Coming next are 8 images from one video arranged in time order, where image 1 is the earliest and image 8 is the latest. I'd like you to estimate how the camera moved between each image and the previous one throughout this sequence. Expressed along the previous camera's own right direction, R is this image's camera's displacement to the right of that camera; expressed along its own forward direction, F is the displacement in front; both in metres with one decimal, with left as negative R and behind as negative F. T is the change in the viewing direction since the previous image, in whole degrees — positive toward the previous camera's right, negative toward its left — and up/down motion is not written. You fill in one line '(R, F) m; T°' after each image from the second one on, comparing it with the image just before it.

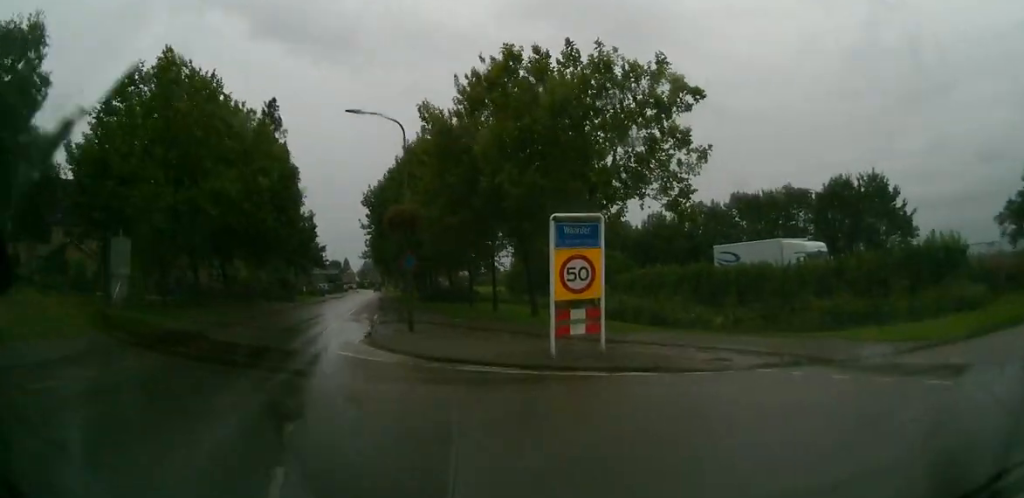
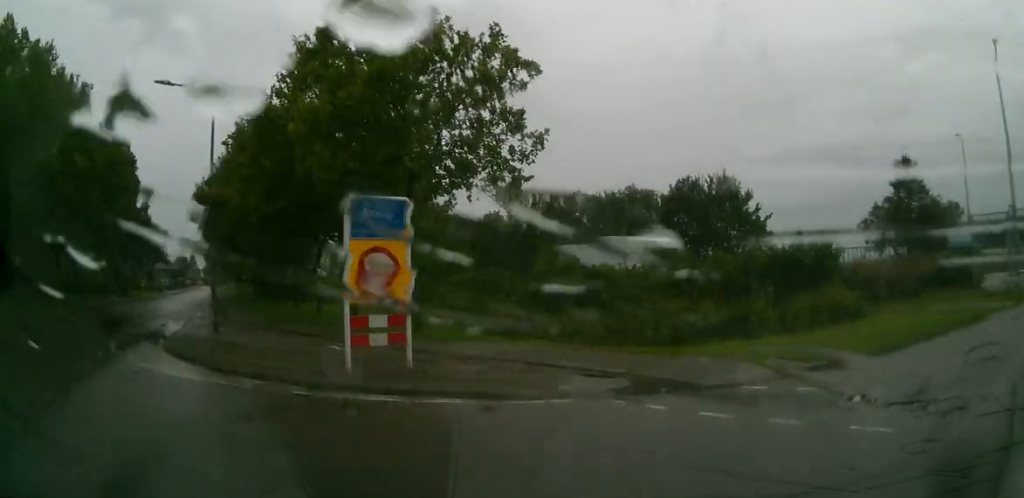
(-0.2, +3.9) m; +9°
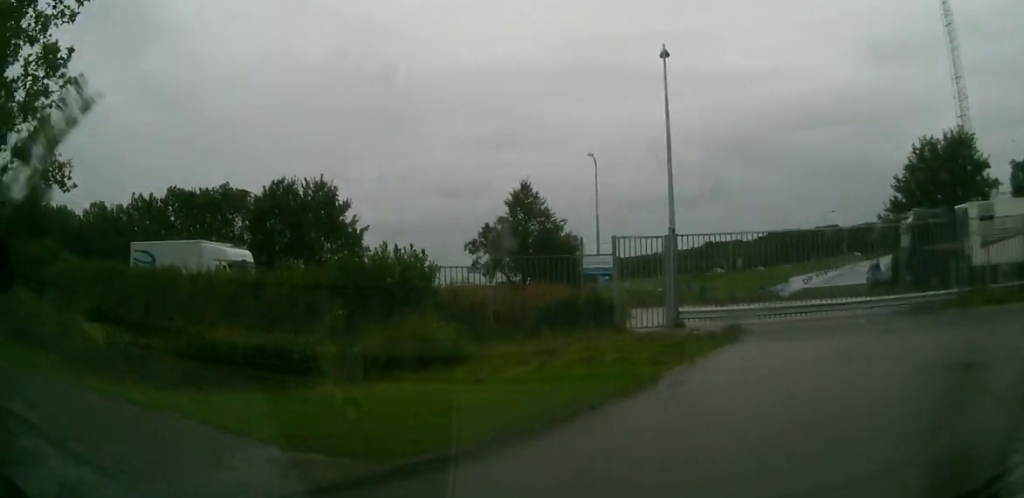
(+2.6, +6.6) m; +47°
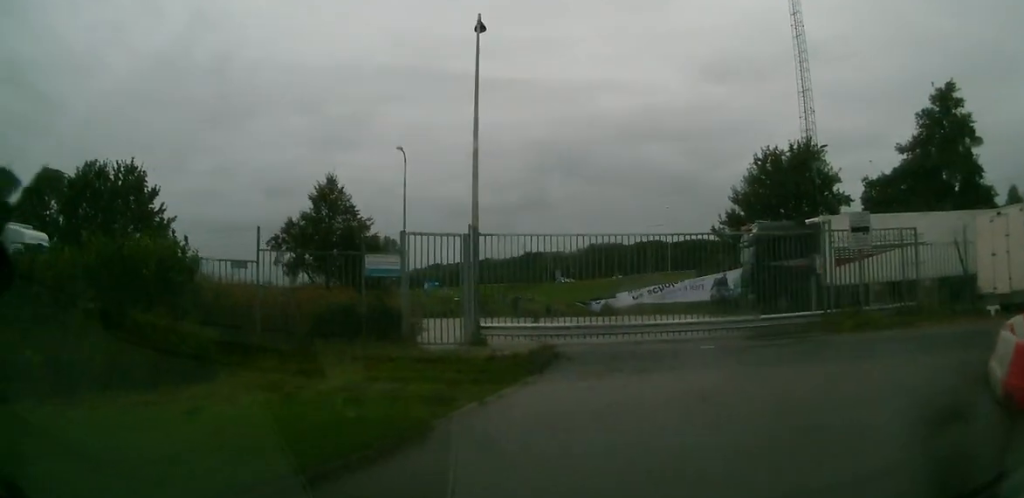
(+1.0, +3.2) m; +31°
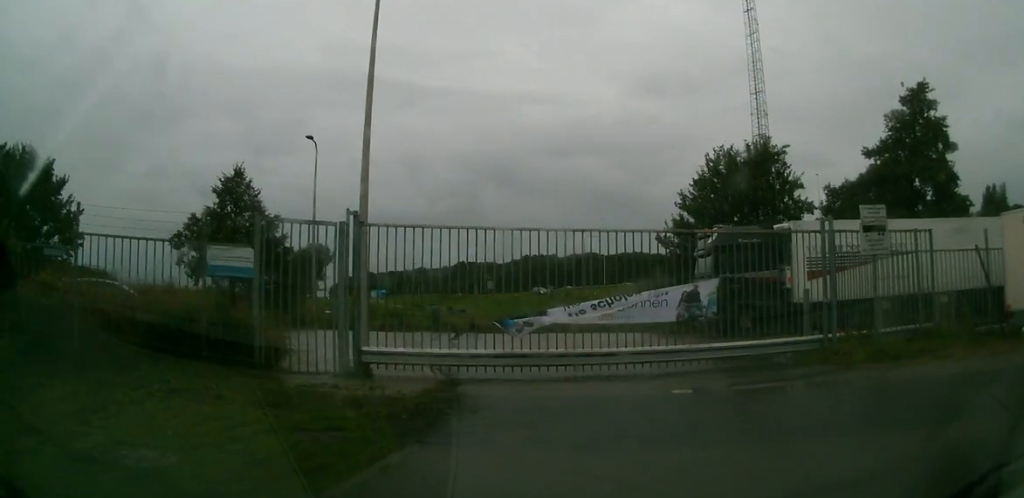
(+1.1, +5.0) m; +5°
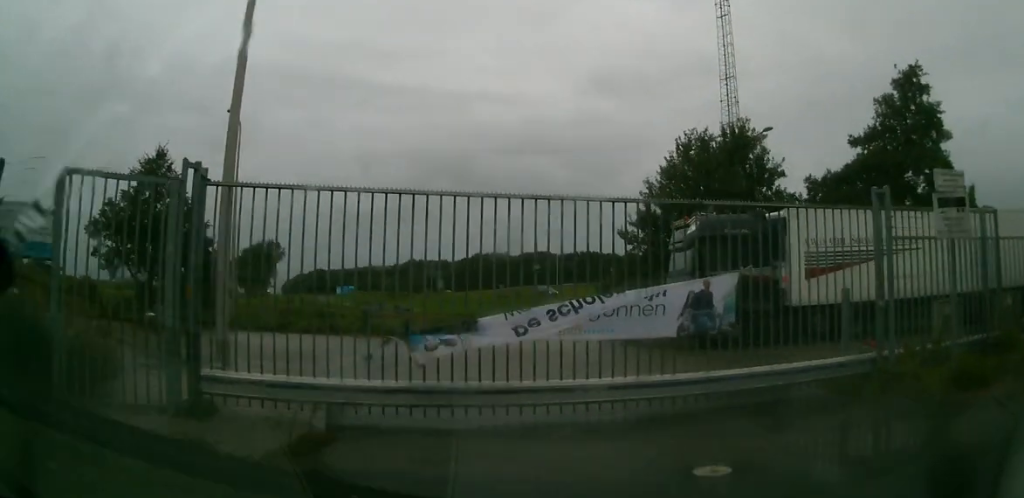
(-0.6, +4.7) m; -2°
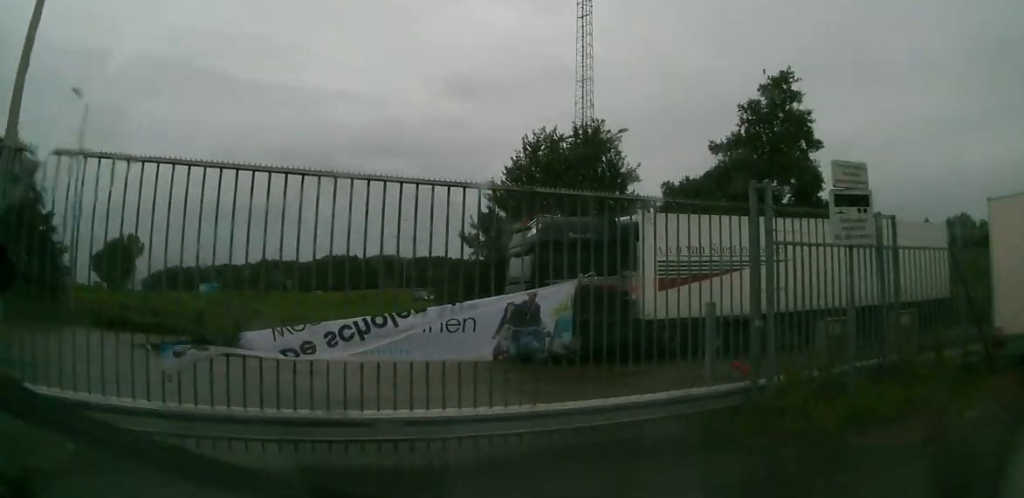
(-0.1, +2.1) m; +9°
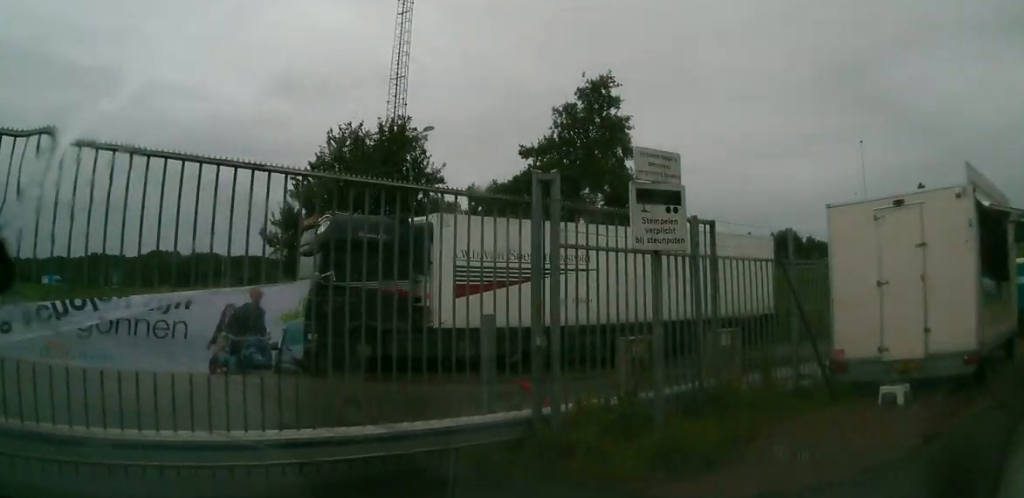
(+0.3, +1.6) m; +14°
